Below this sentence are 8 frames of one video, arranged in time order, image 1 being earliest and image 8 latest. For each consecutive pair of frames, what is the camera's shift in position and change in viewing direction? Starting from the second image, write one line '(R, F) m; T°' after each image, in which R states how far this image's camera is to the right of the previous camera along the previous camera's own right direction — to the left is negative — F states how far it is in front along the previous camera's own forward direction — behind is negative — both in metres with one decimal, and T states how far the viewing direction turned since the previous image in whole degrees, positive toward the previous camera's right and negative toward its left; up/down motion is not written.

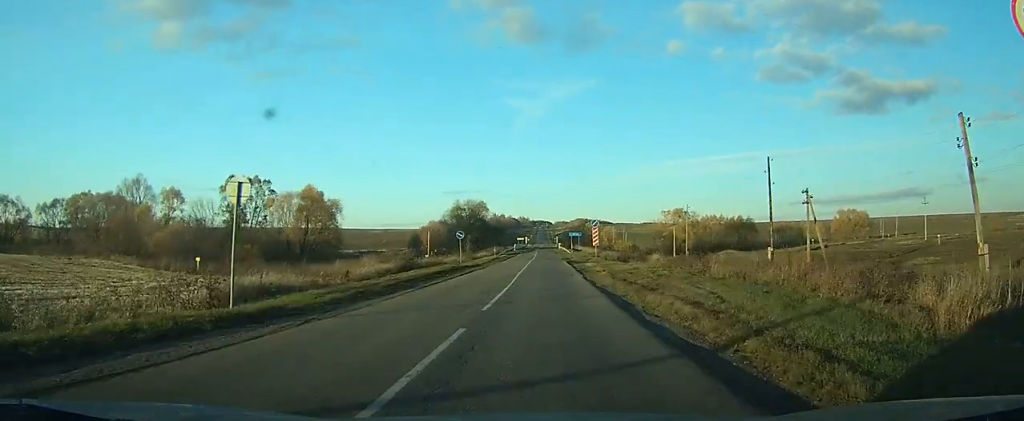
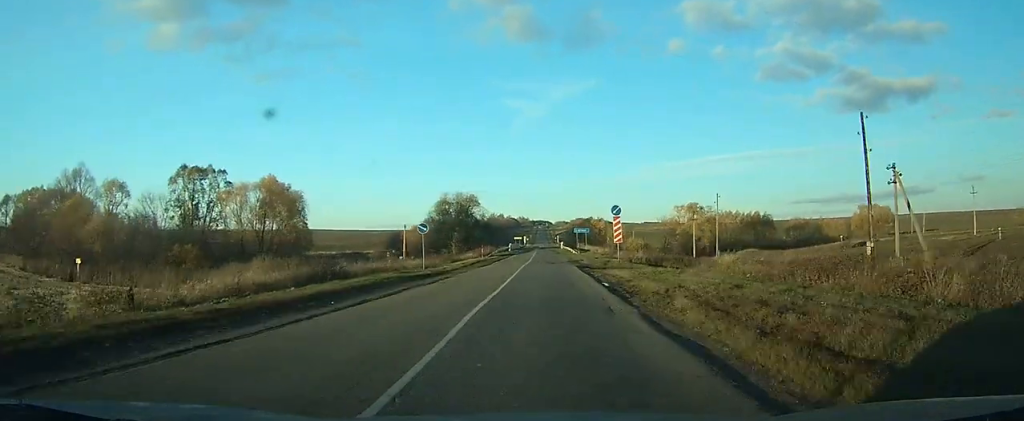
(0.0, +16.8) m; 0°
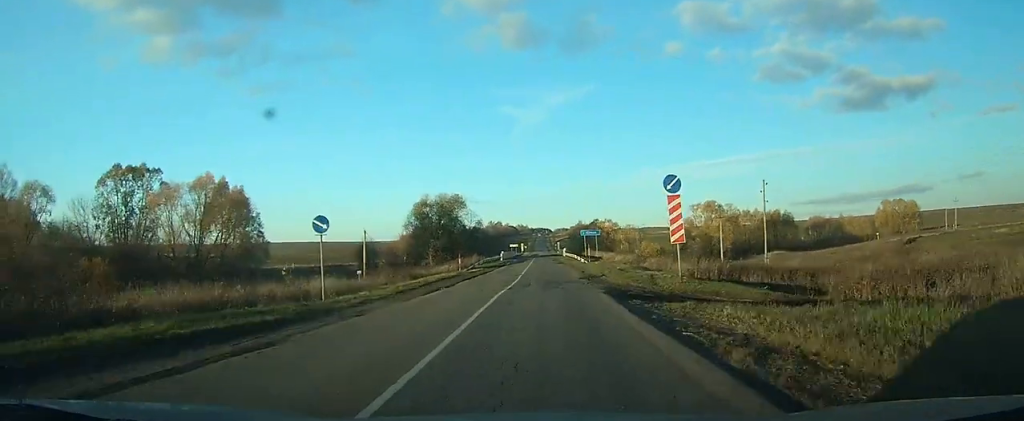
(0.0, +18.3) m; 0°
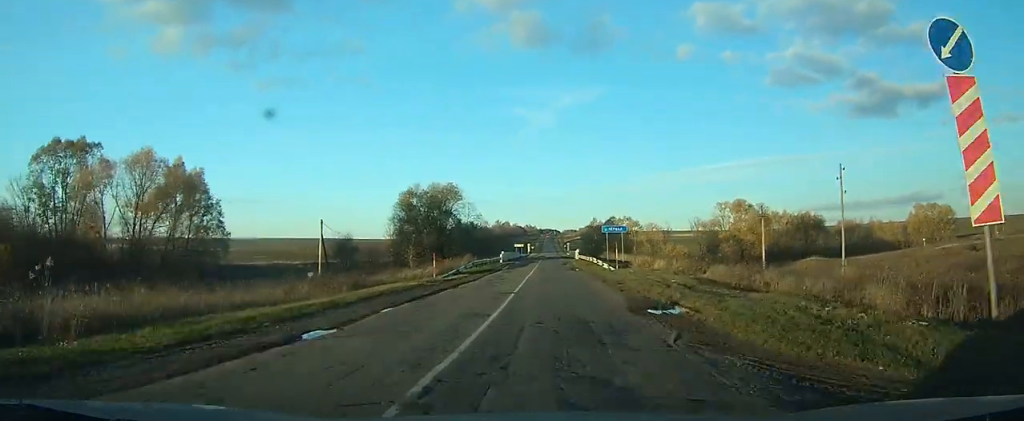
(0.0, +16.1) m; 0°
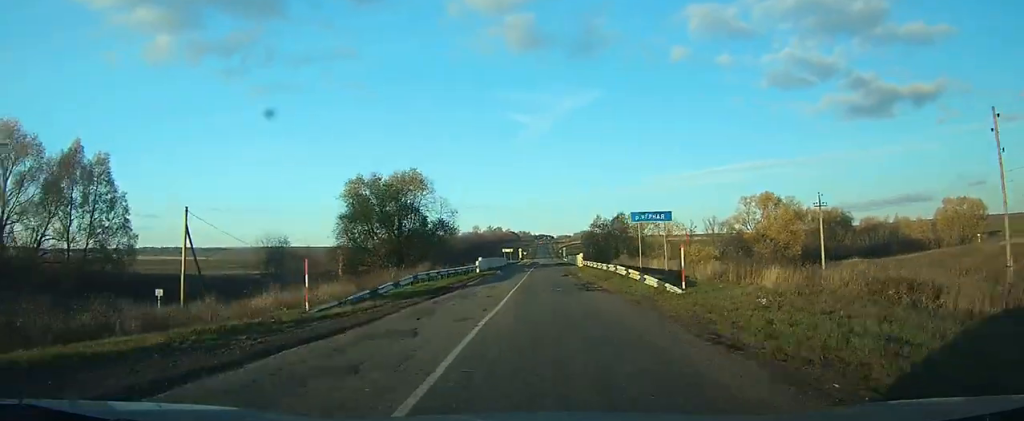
(0.0, +20.5) m; 0°
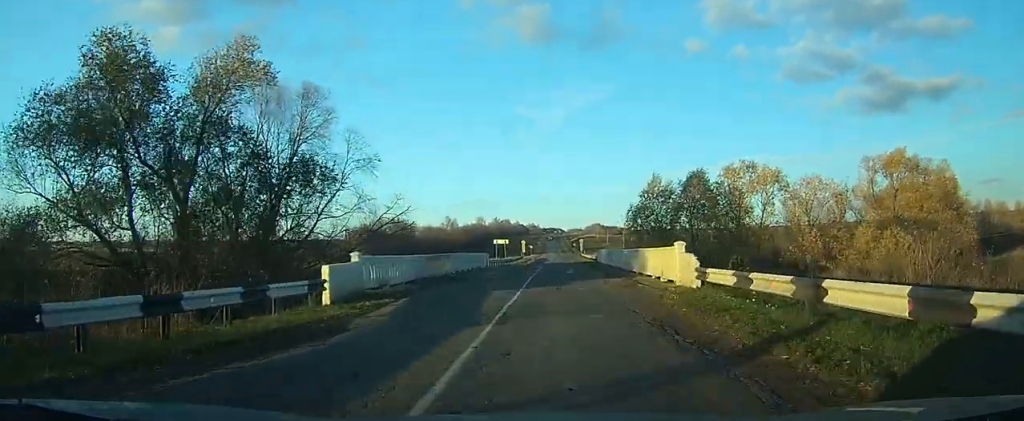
(-0.1, +39.4) m; 0°
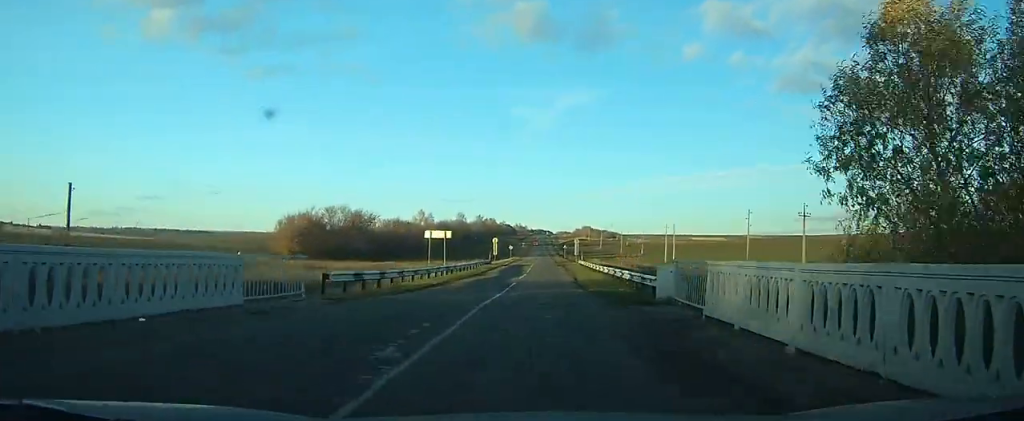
(+0.1, +34.8) m; 0°
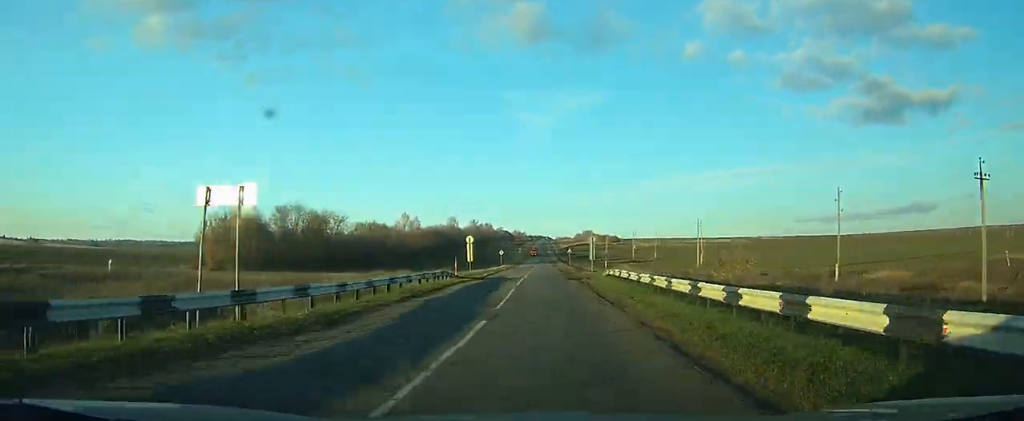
(+0.2, +30.6) m; +1°
